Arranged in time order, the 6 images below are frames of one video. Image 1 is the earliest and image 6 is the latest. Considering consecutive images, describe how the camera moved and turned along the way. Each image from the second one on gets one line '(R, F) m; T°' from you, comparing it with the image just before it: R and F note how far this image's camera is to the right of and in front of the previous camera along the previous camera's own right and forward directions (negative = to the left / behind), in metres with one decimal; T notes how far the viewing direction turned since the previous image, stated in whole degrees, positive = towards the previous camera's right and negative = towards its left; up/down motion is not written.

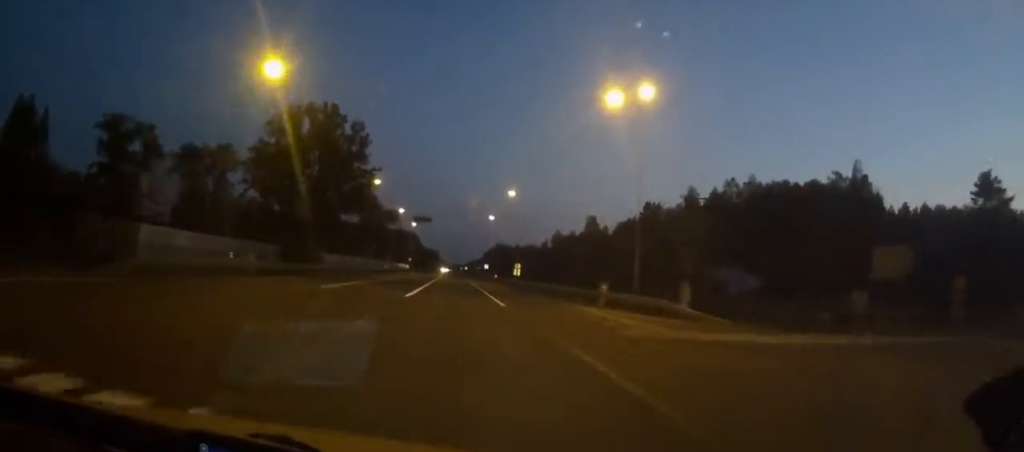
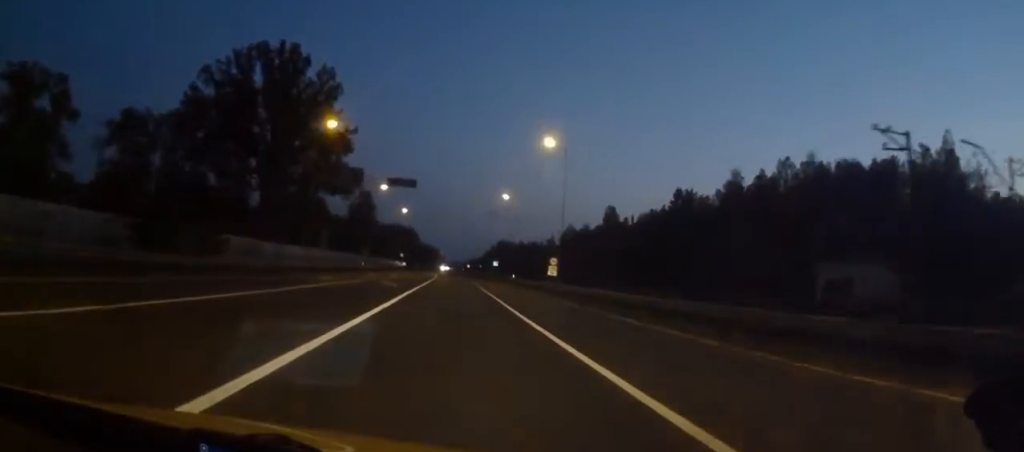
(-0.1, +27.4) m; 0°
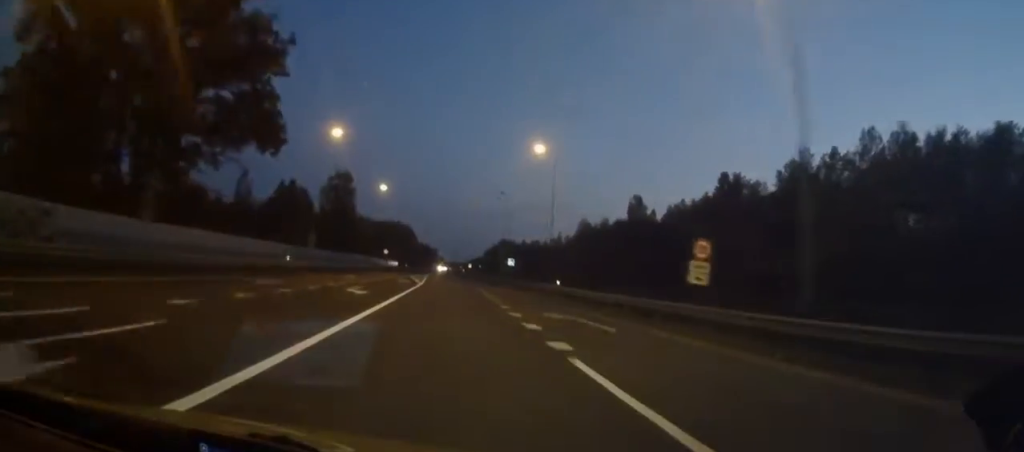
(-0.1, +30.8) m; 0°
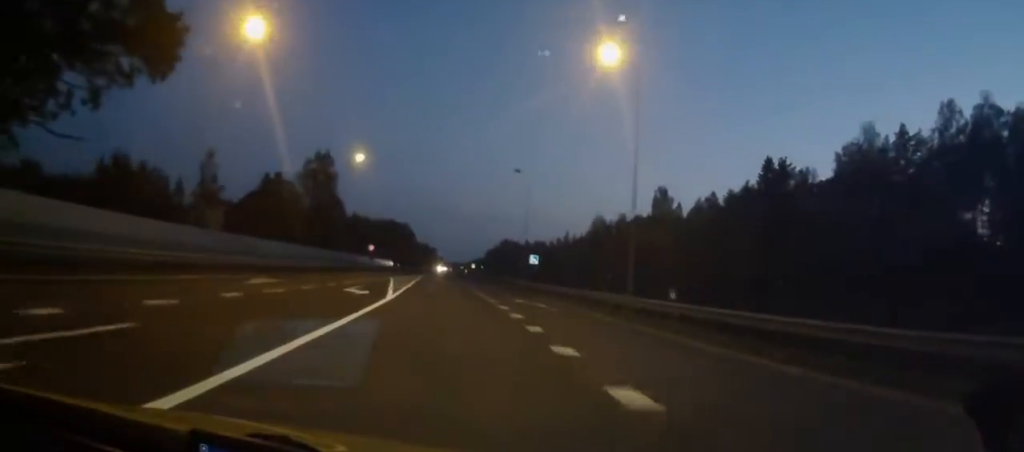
(0.0, +20.7) m; 0°
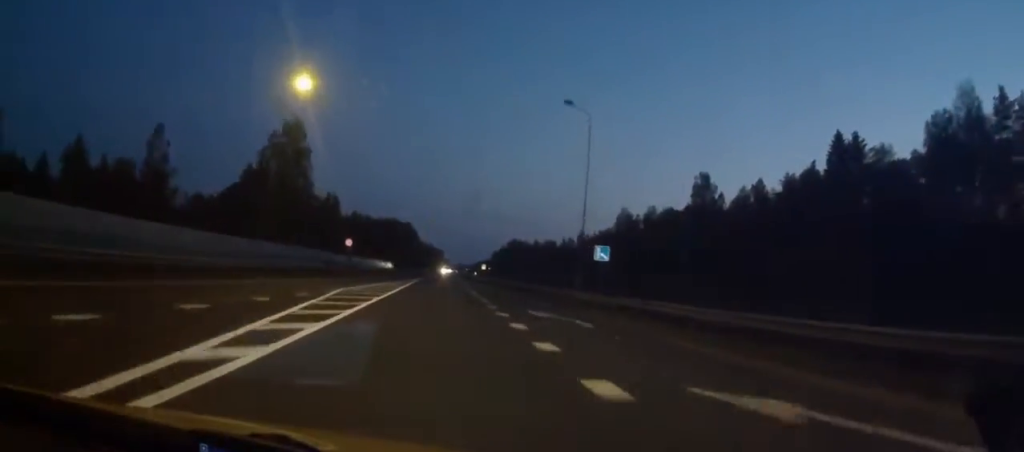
(0.0, +23.5) m; 0°
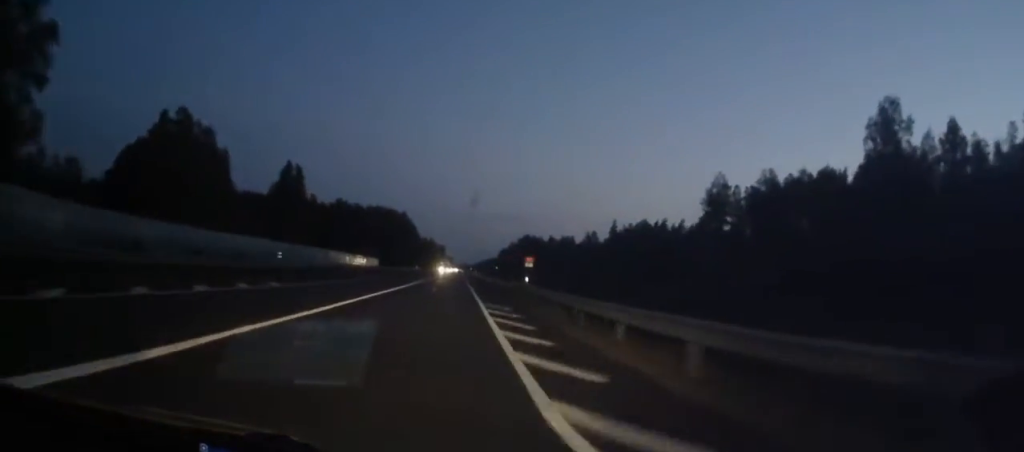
(-0.5, +61.4) m; -1°
